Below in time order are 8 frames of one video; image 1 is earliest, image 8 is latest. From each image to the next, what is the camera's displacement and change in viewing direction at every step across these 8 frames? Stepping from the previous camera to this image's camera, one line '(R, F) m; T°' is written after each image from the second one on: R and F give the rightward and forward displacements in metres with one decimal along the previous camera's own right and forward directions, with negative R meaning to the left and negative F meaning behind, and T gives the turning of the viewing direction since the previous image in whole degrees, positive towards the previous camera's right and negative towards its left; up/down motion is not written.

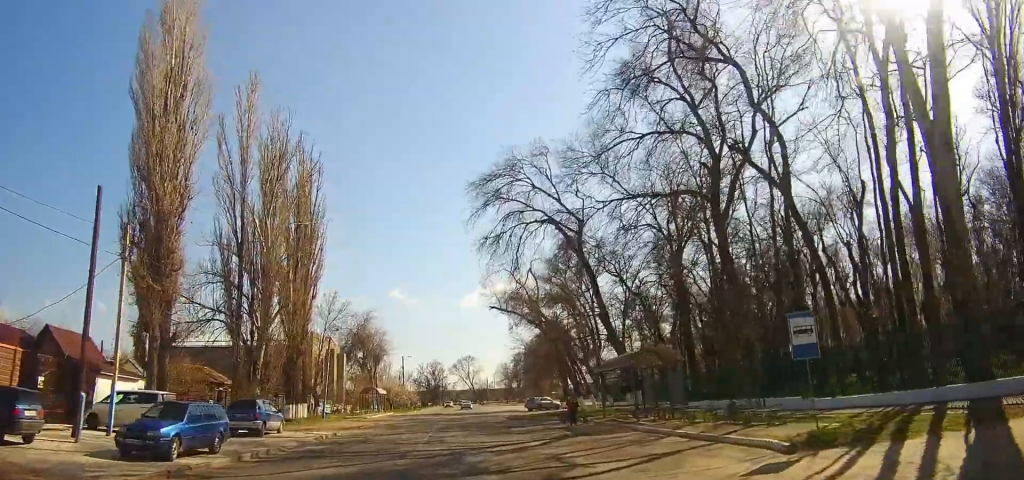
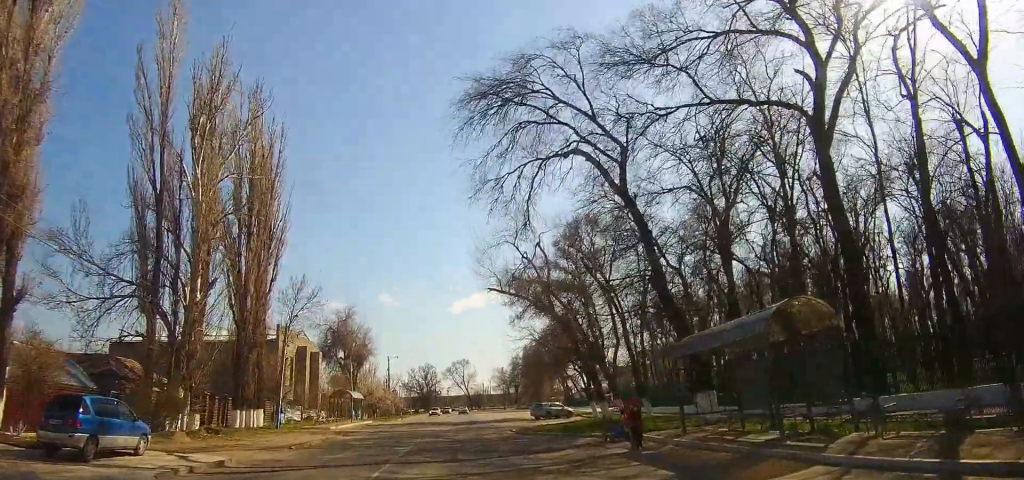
(+0.1, +11.5) m; +1°
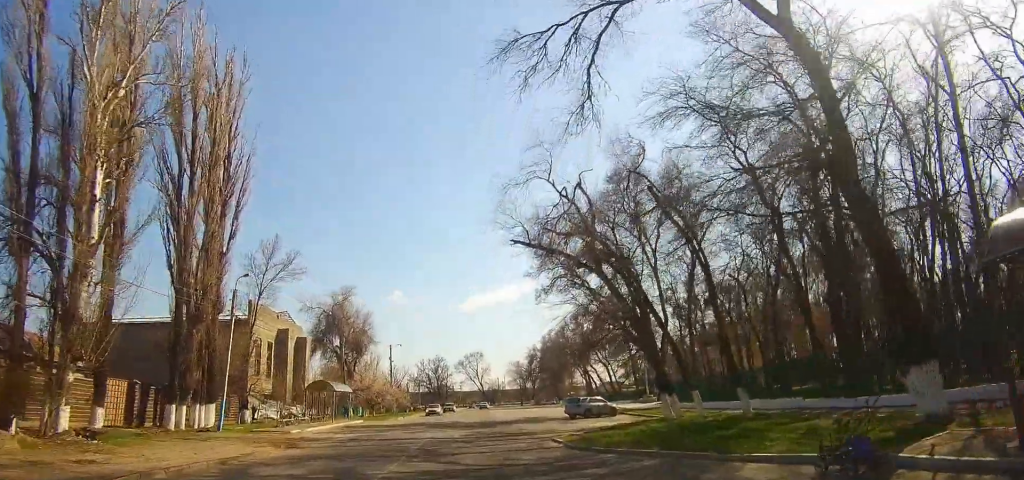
(0.0, +12.0) m; 0°
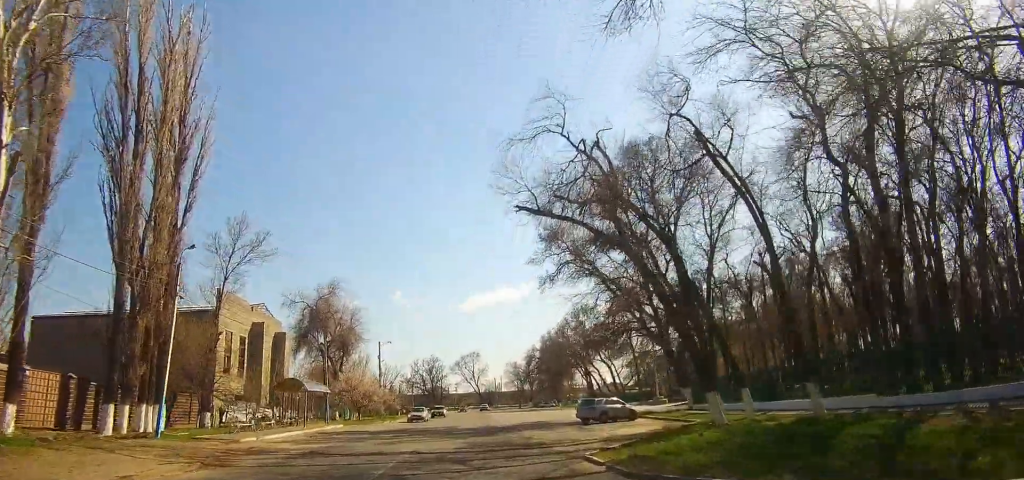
(0.0, +5.9) m; 0°
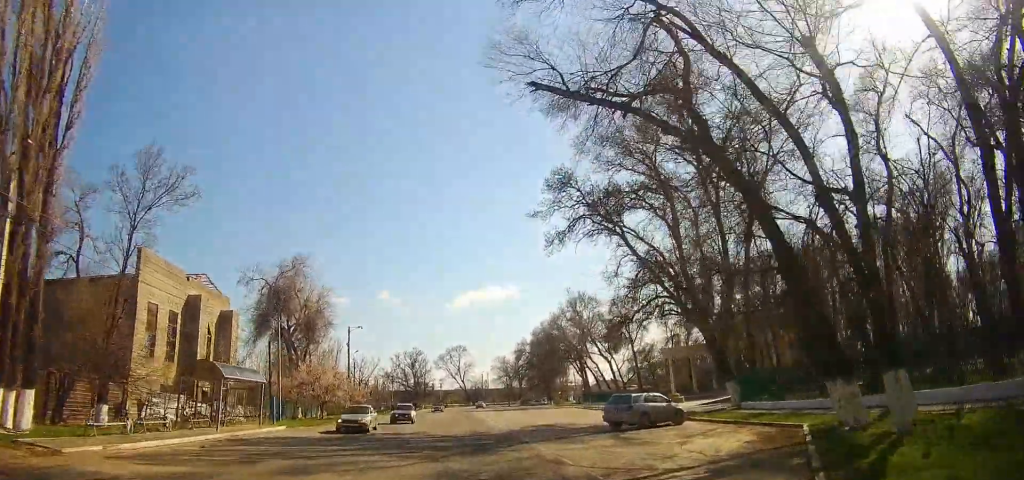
(0.0, +10.7) m; +1°
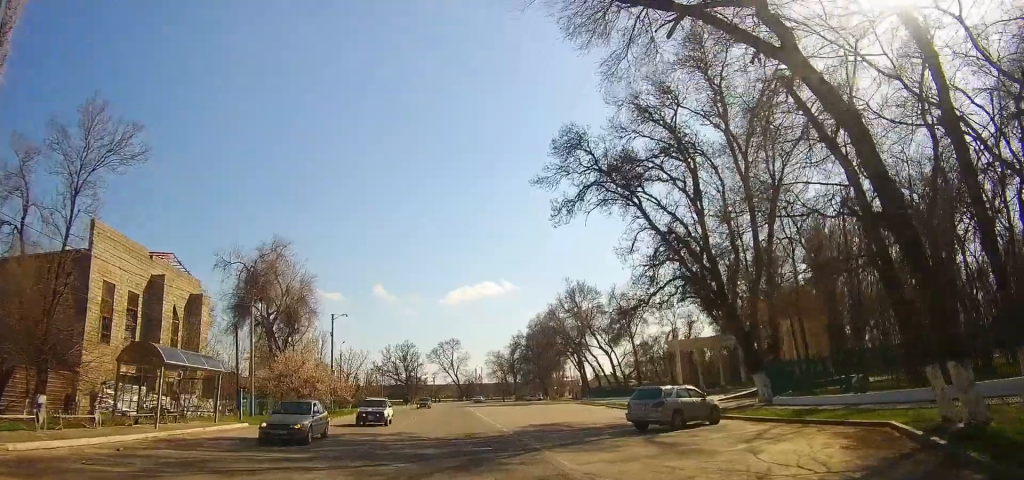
(0.0, +4.9) m; +1°
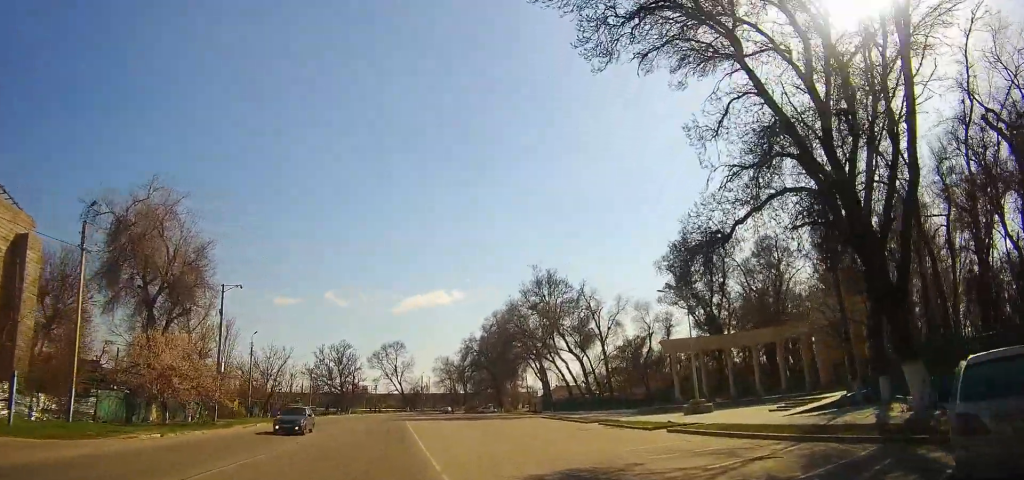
(+0.5, +16.0) m; +4°
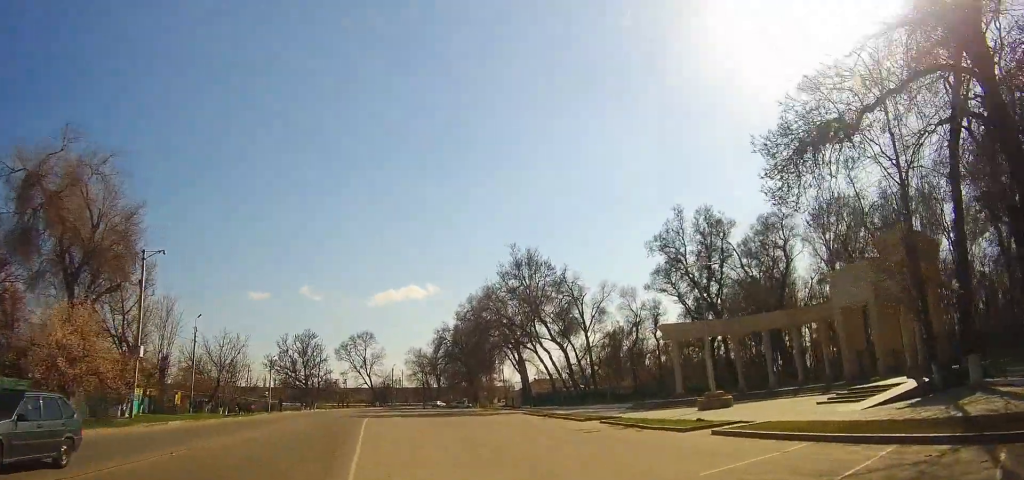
(+0.2, +8.0) m; +2°
